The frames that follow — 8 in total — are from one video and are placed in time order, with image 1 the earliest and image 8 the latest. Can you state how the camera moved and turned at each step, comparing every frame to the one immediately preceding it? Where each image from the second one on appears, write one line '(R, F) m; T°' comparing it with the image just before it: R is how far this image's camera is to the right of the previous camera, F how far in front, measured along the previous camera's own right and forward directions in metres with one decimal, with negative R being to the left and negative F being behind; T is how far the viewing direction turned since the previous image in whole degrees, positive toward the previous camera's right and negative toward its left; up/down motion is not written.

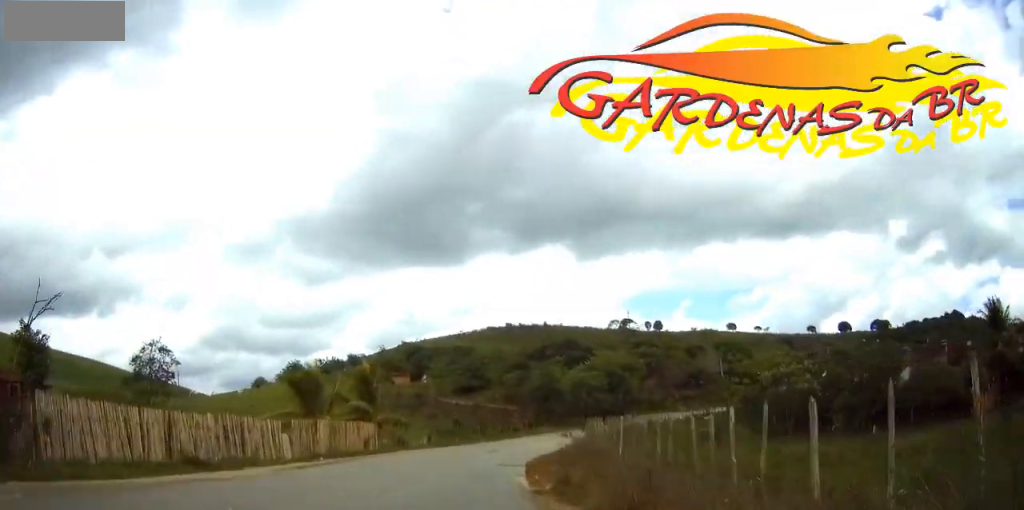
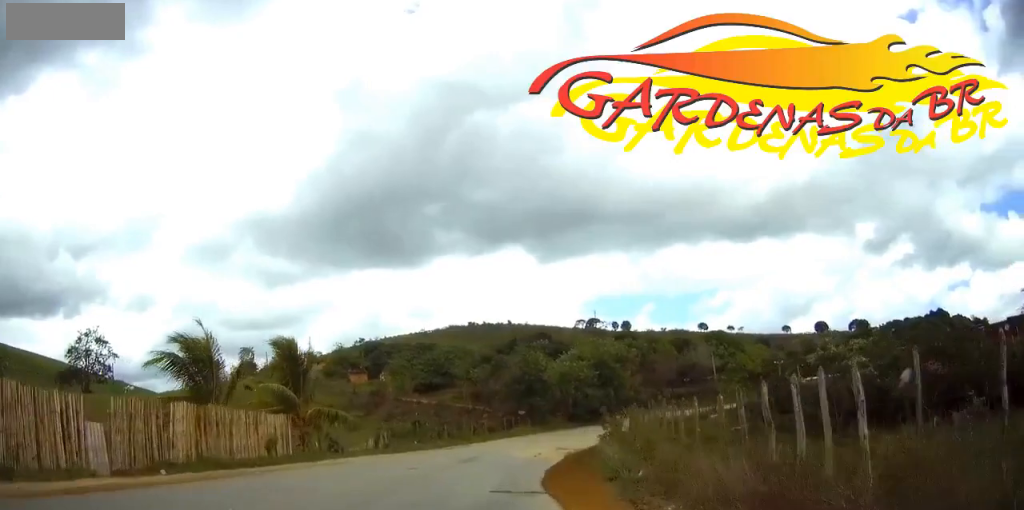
(+0.2, +13.8) m; +3°
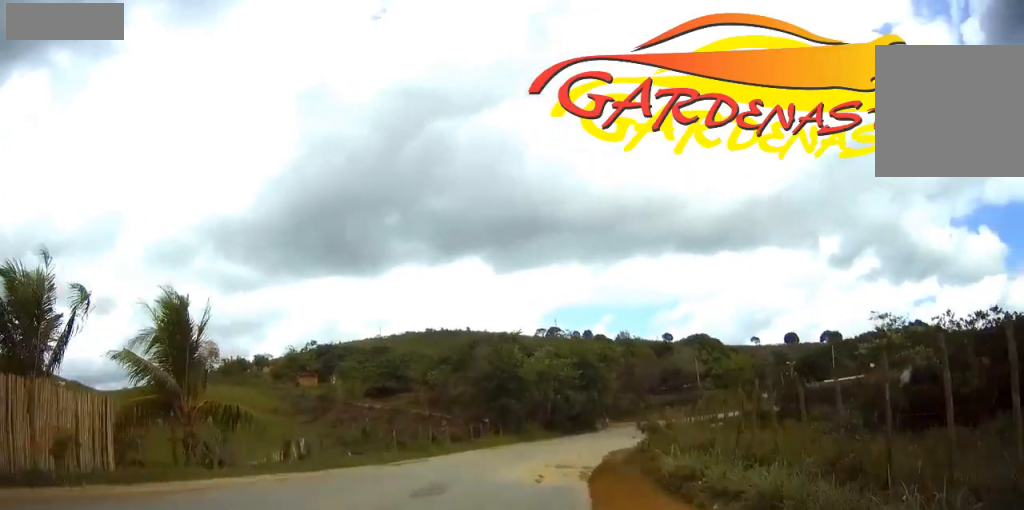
(-0.2, +11.0) m; +3°
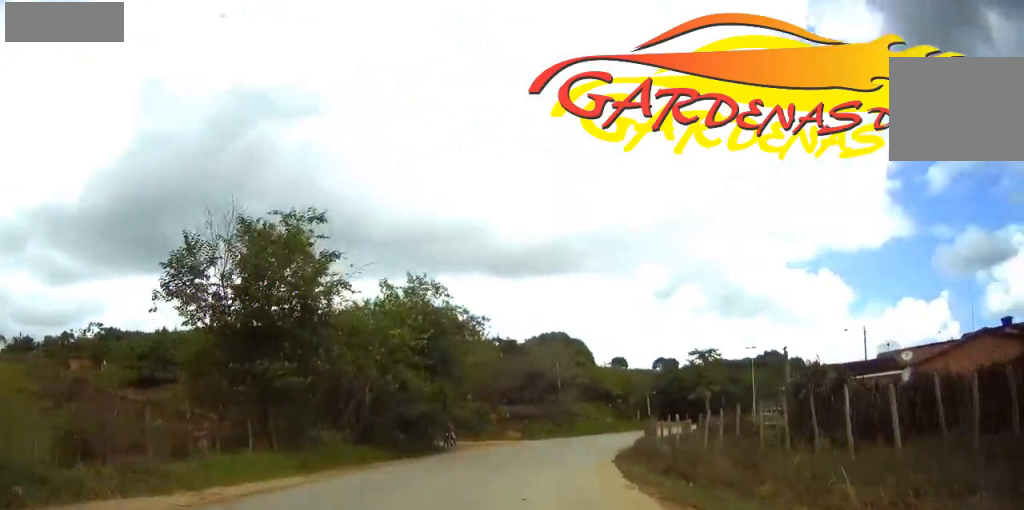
(+3.9, +27.0) m; +17°
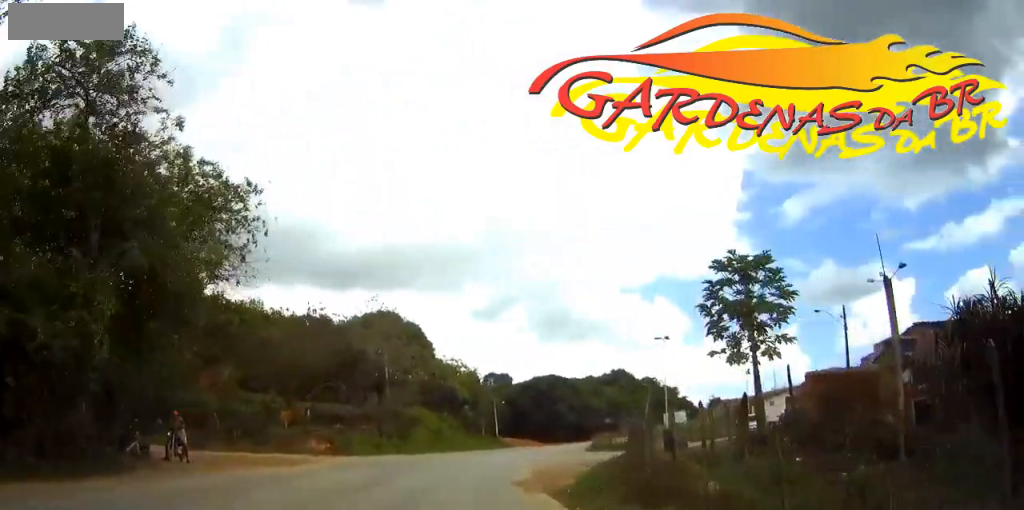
(+2.9, +21.5) m; +14°
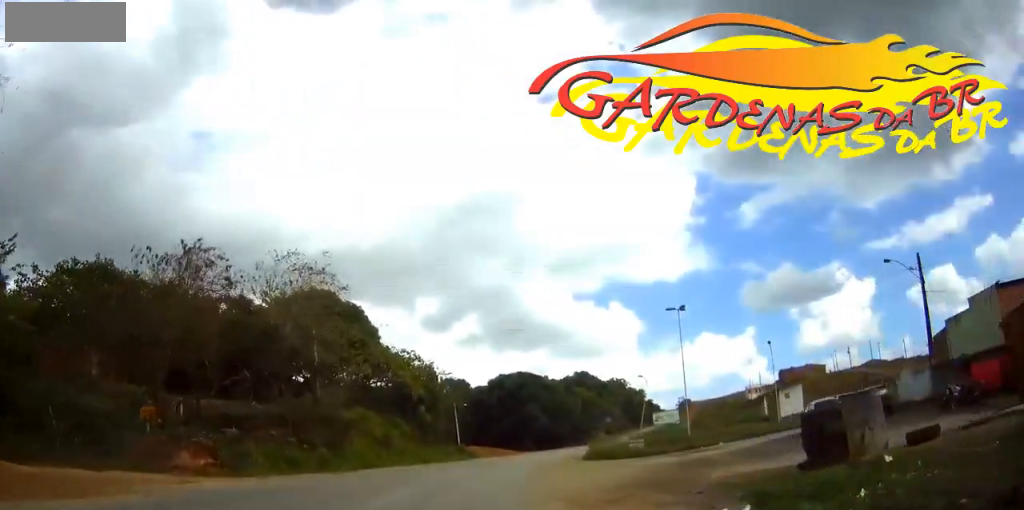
(+0.7, +13.0) m; +5°
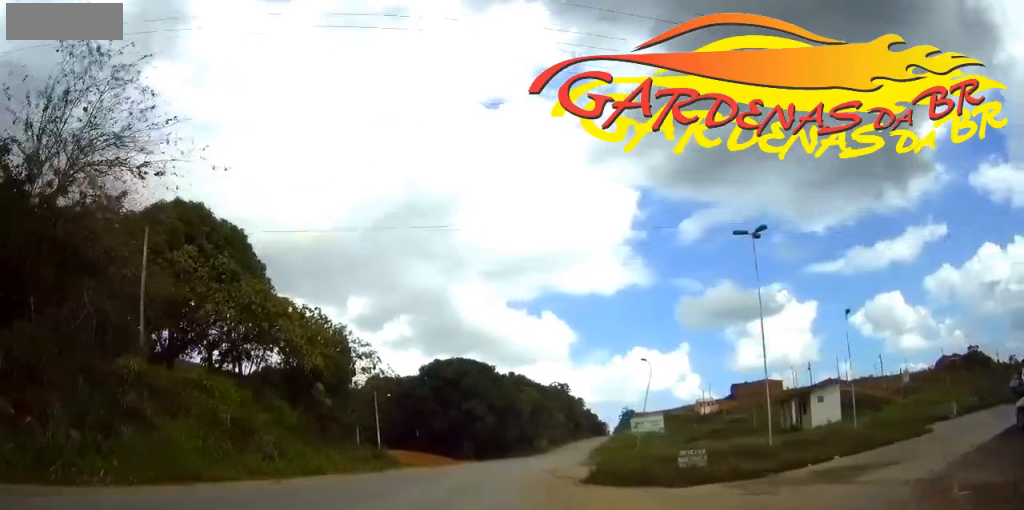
(+0.9, +17.7) m; +7°
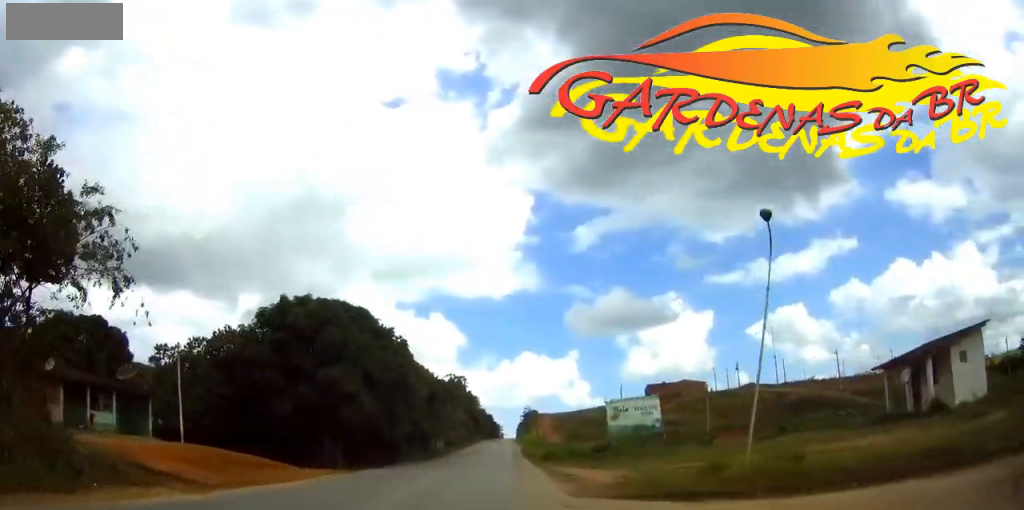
(+2.3, +25.5) m; +8°
